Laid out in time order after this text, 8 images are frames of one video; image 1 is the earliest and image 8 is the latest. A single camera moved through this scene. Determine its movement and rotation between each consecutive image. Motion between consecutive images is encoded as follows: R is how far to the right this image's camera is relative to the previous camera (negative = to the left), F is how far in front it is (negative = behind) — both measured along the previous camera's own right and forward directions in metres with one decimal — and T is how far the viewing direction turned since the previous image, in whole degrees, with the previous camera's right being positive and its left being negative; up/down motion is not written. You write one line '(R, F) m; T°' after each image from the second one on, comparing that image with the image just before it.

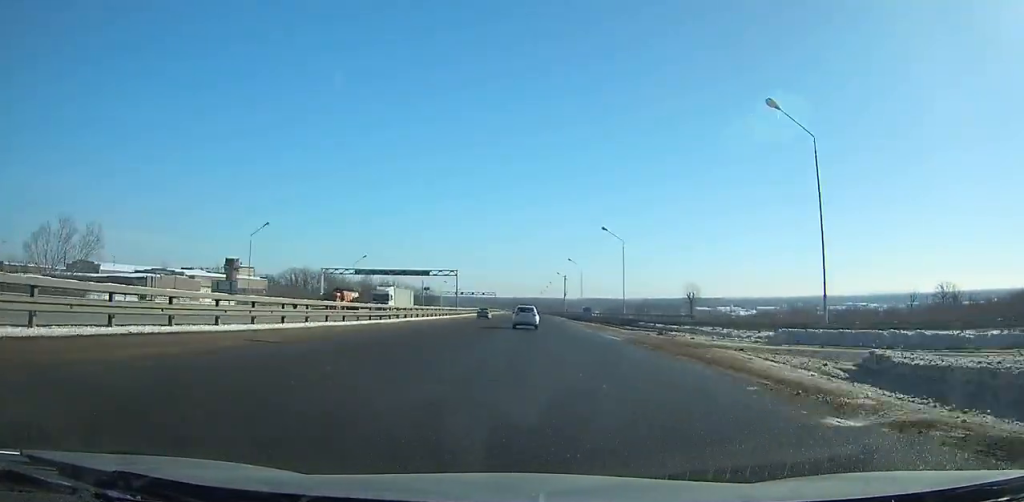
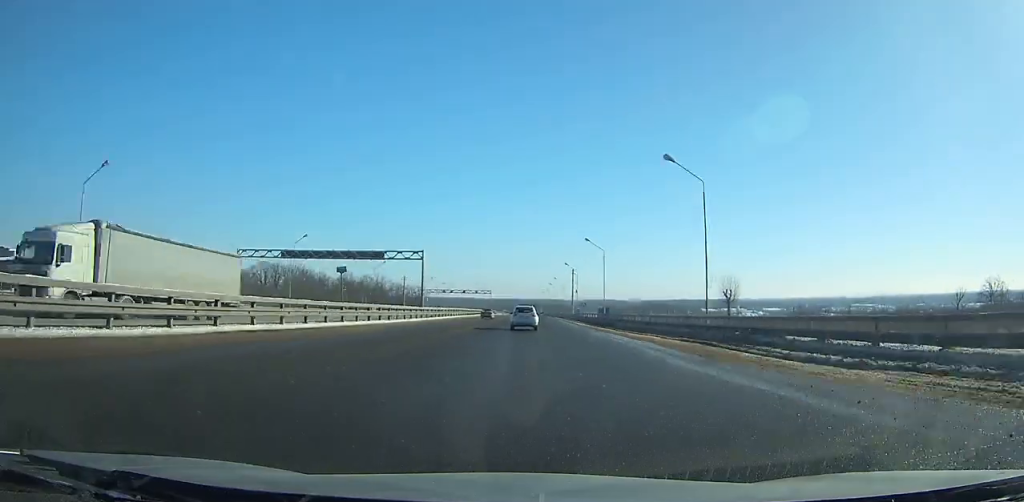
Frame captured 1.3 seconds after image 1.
(+0.2, +28.3) m; 0°
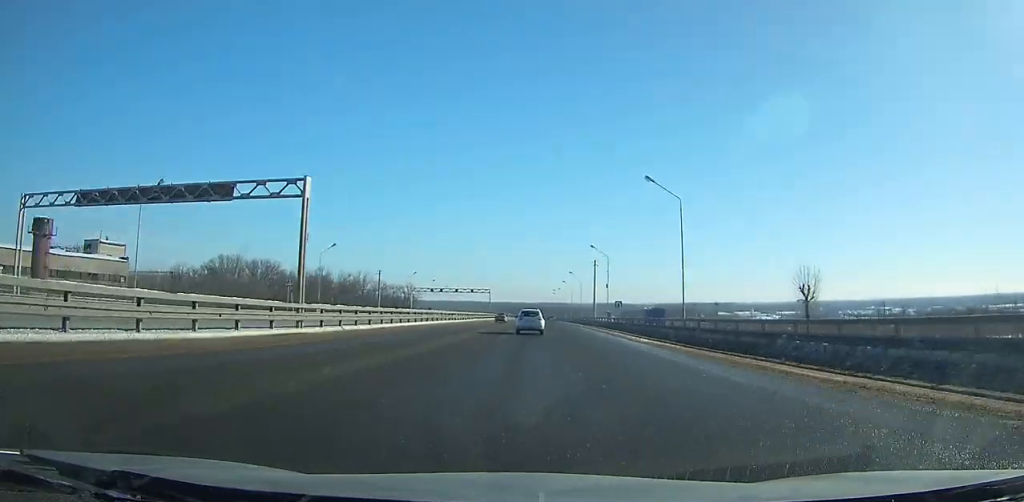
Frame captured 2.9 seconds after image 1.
(0.0, +34.2) m; 0°
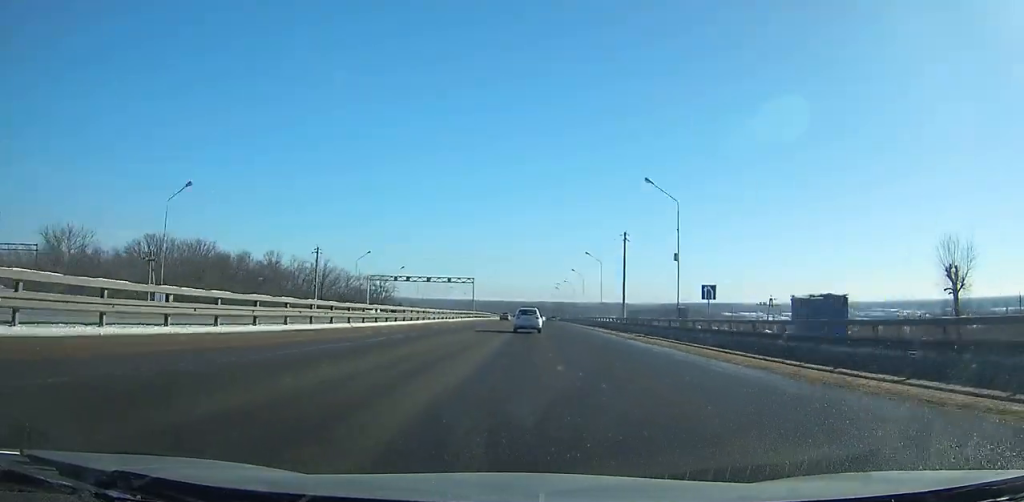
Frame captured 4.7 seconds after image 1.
(0.0, +38.3) m; 0°
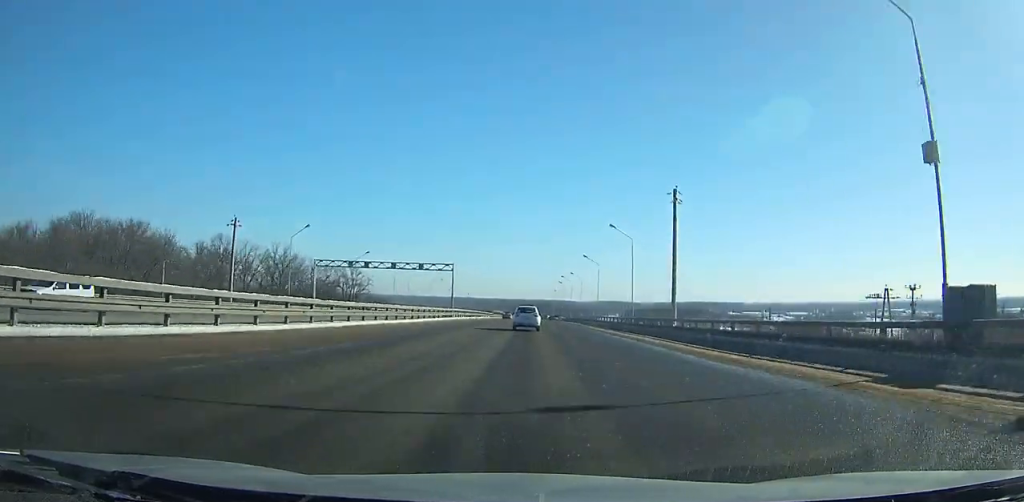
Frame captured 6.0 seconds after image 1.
(+0.1, +27.6) m; 0°
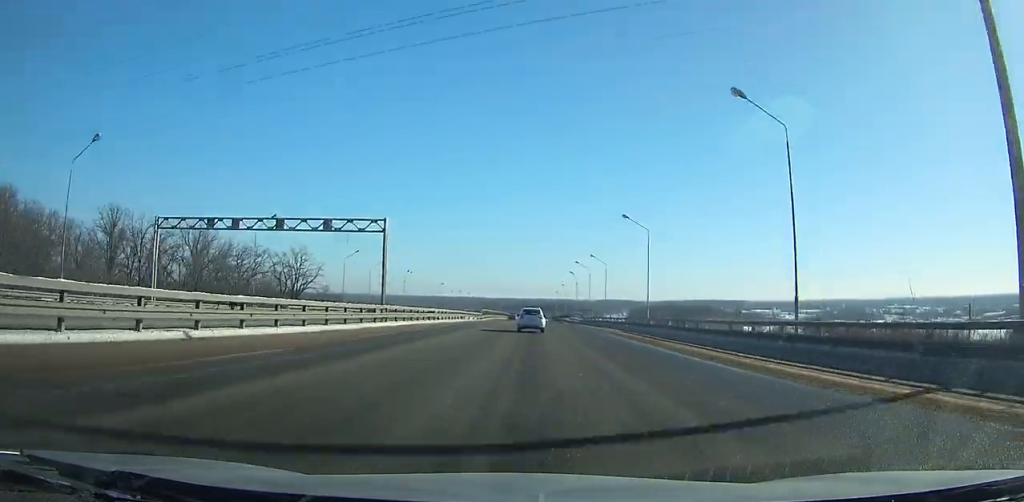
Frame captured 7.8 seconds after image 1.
(+0.1, +38.2) m; 0°
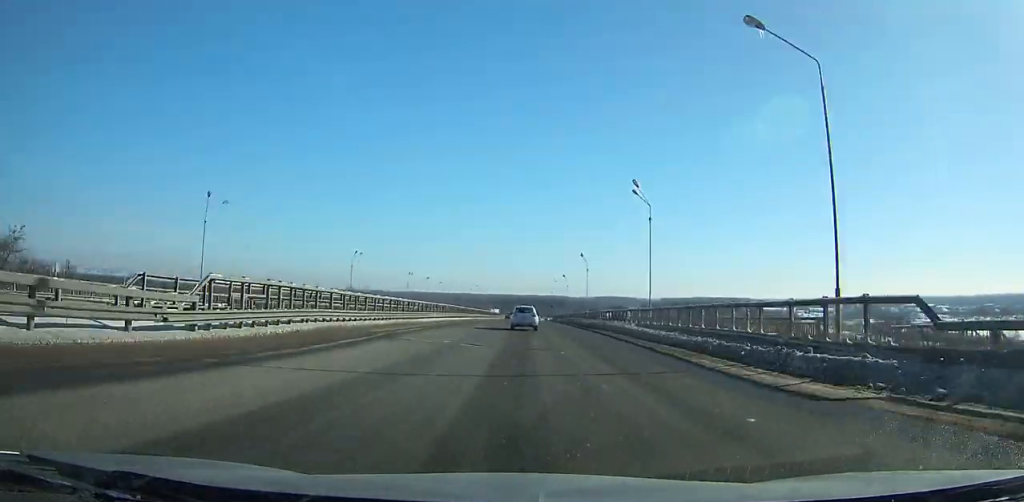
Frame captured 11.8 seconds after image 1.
(+0.2, +85.9) m; 0°
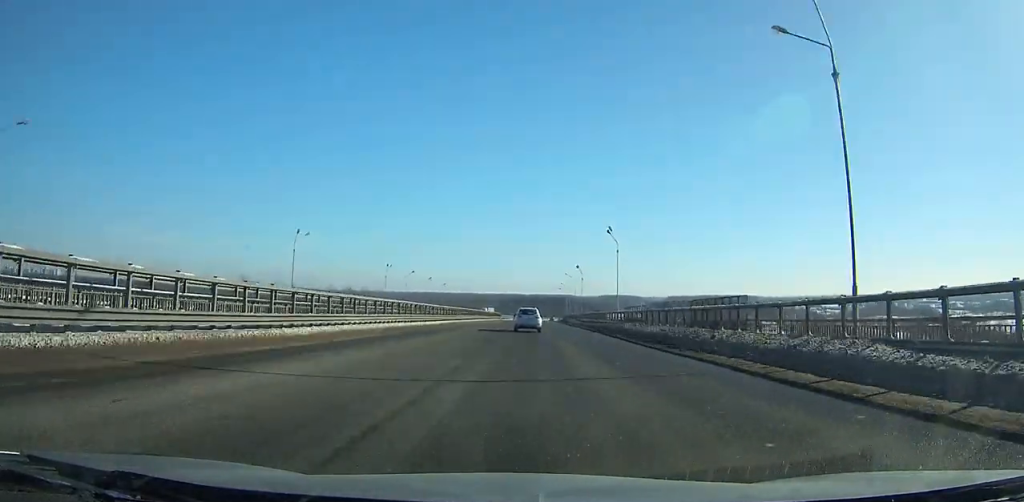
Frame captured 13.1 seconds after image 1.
(+0.2, +28.3) m; 0°
